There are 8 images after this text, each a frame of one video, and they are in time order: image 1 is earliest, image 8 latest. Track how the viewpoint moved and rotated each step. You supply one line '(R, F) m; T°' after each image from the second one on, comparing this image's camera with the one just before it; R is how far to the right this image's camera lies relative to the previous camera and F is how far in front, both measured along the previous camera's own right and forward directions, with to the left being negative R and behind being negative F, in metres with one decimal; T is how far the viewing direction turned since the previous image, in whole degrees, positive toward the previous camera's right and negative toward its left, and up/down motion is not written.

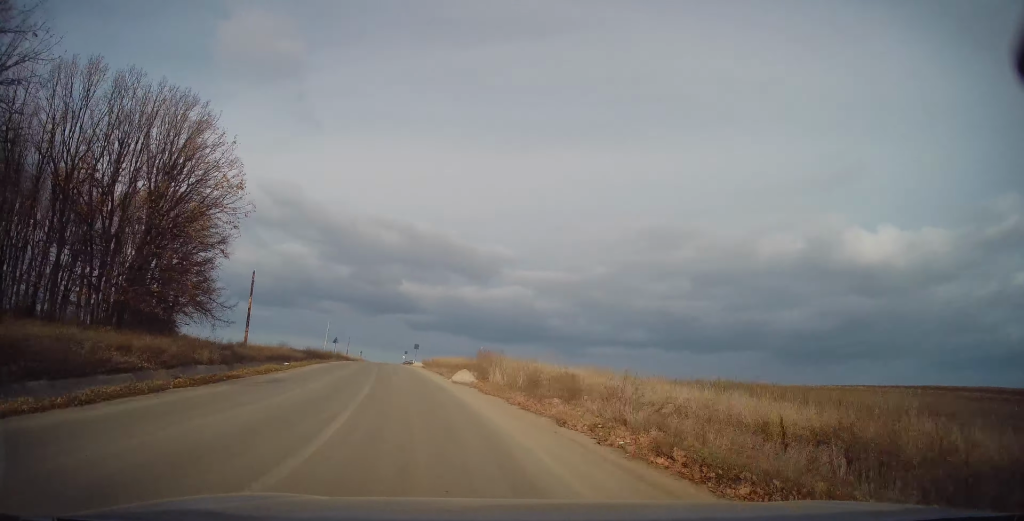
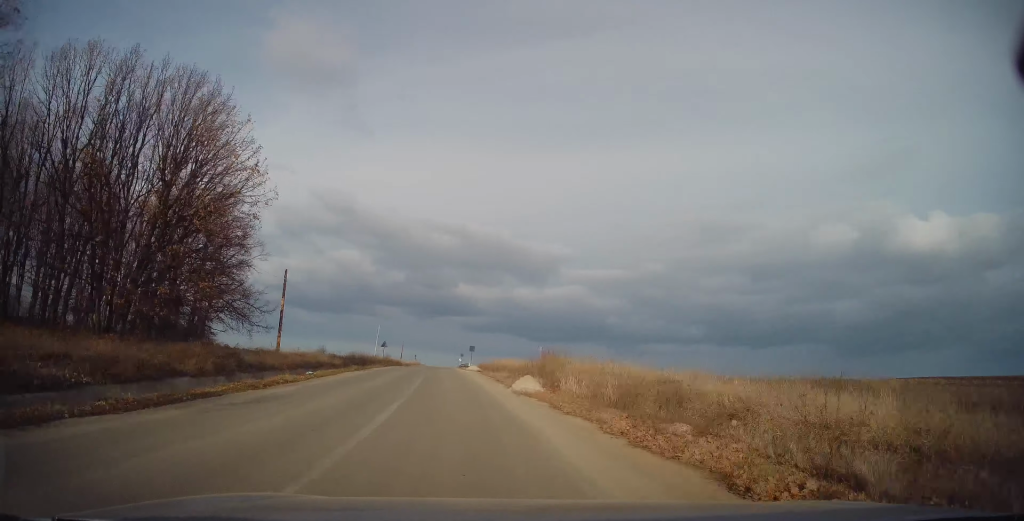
(-0.2, +5.1) m; -4°
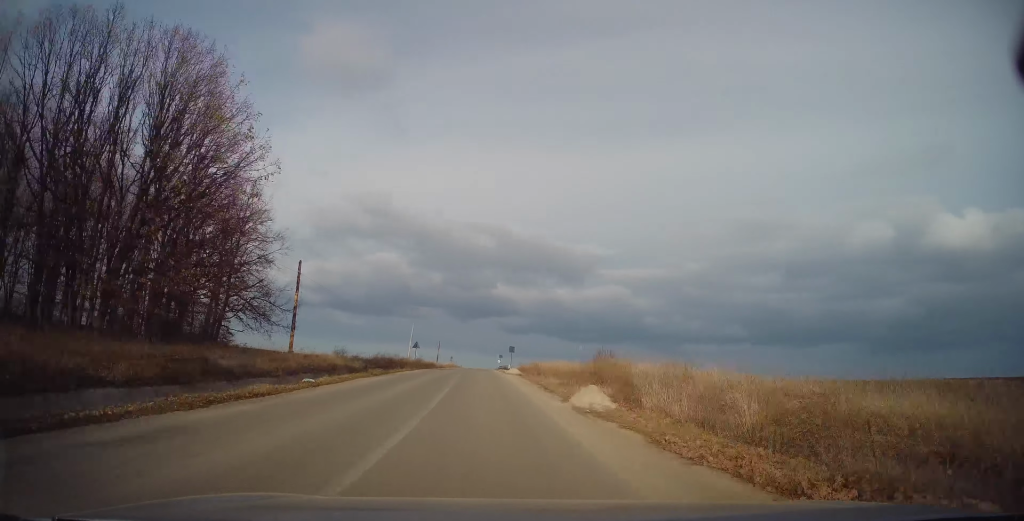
(-0.2, +5.1) m; -3°
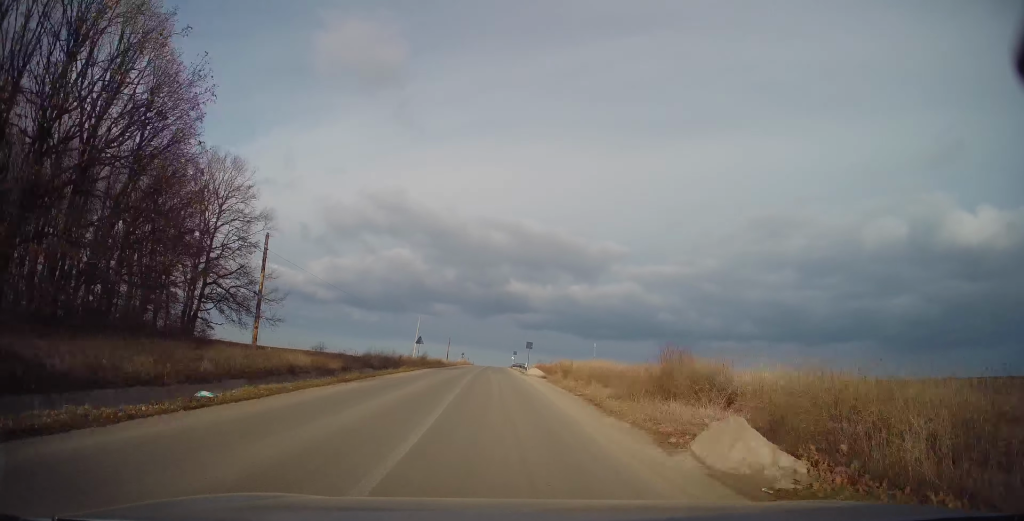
(-0.3, +8.2) m; -2°
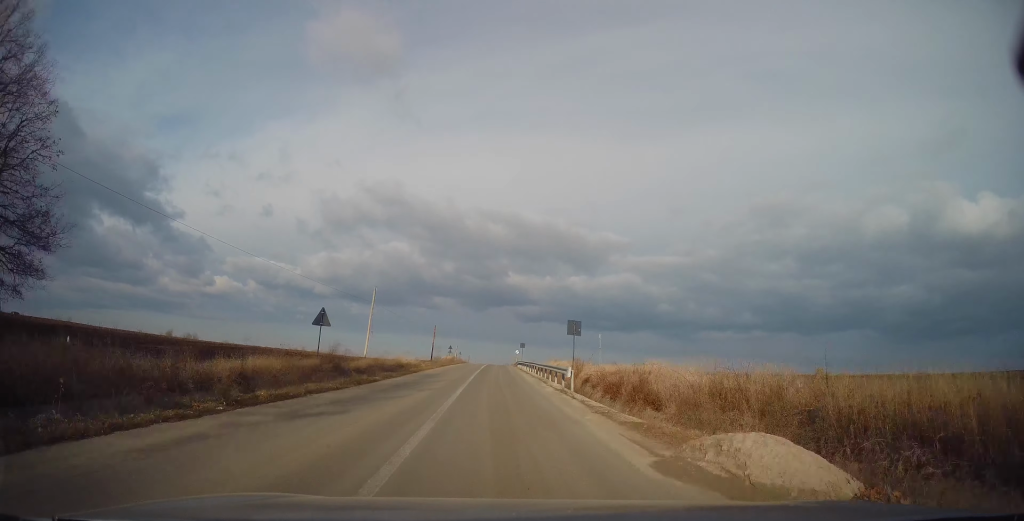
(-0.1, +30.1) m; -1°
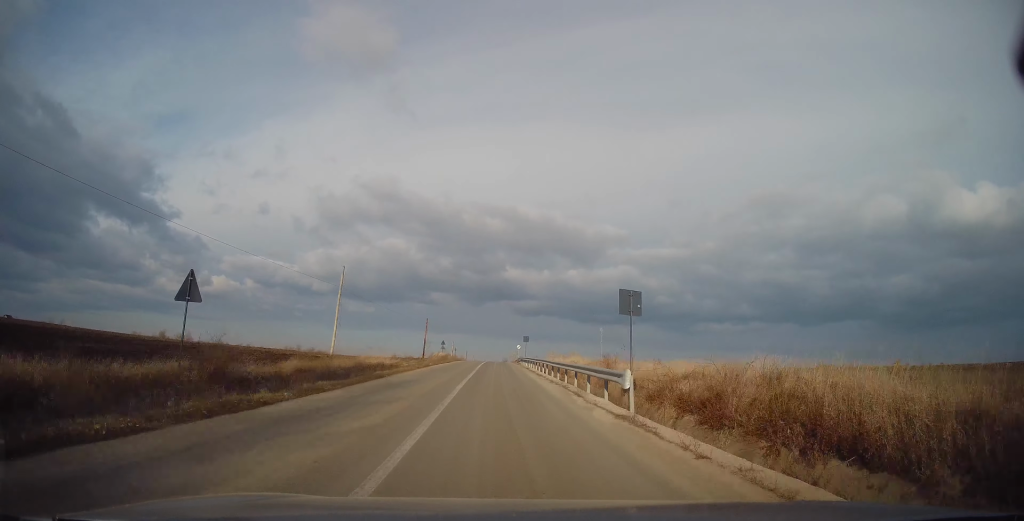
(-0.2, +10.2) m; 0°
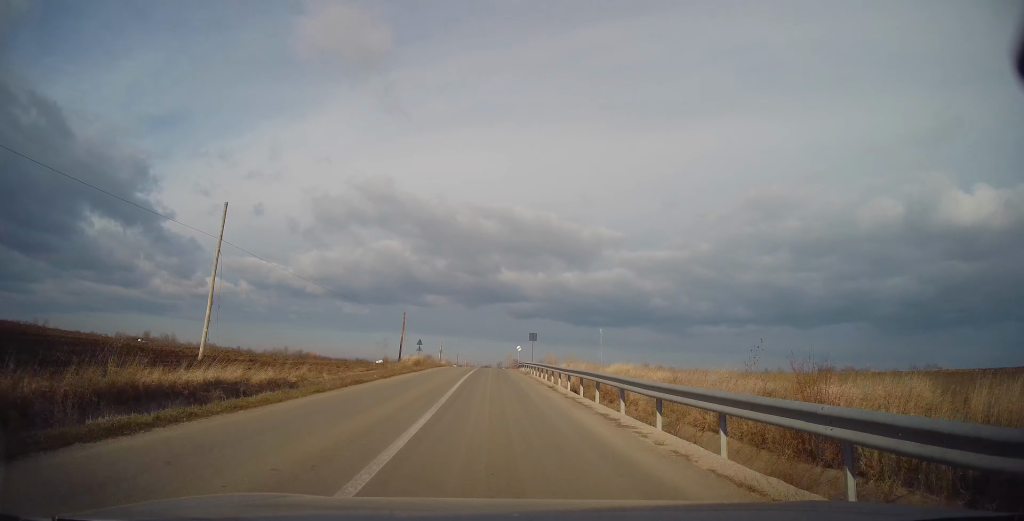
(+0.2, +18.3) m; +2°
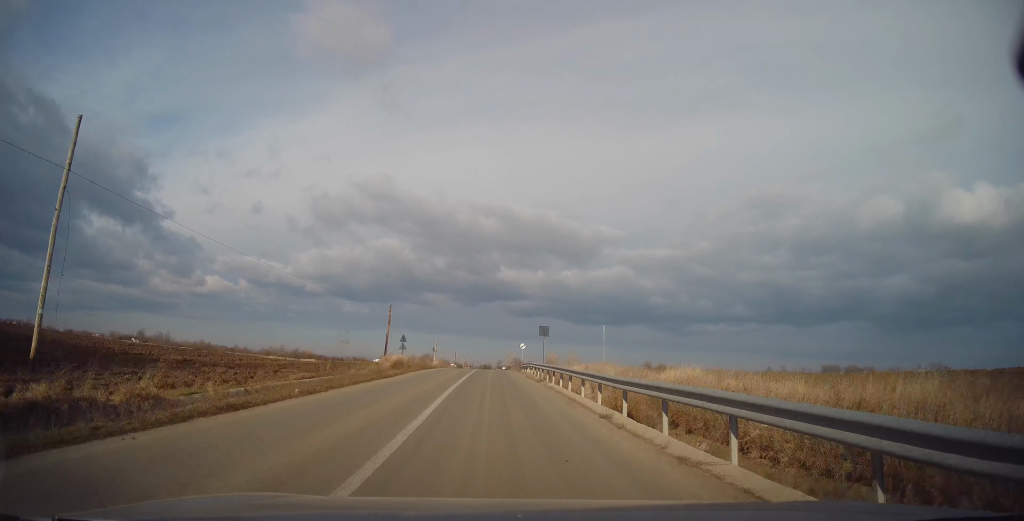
(+0.1, +9.6) m; +1°
